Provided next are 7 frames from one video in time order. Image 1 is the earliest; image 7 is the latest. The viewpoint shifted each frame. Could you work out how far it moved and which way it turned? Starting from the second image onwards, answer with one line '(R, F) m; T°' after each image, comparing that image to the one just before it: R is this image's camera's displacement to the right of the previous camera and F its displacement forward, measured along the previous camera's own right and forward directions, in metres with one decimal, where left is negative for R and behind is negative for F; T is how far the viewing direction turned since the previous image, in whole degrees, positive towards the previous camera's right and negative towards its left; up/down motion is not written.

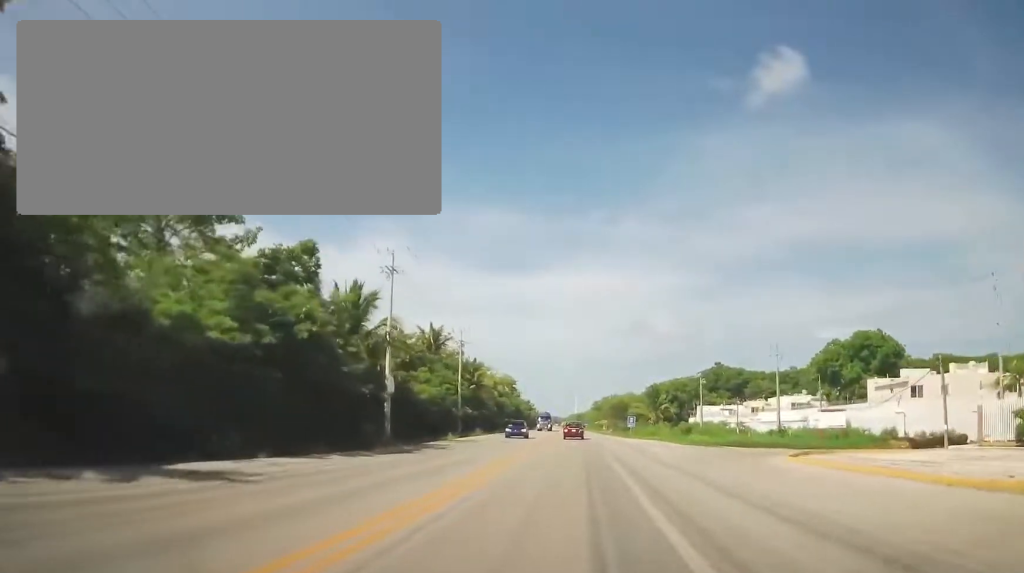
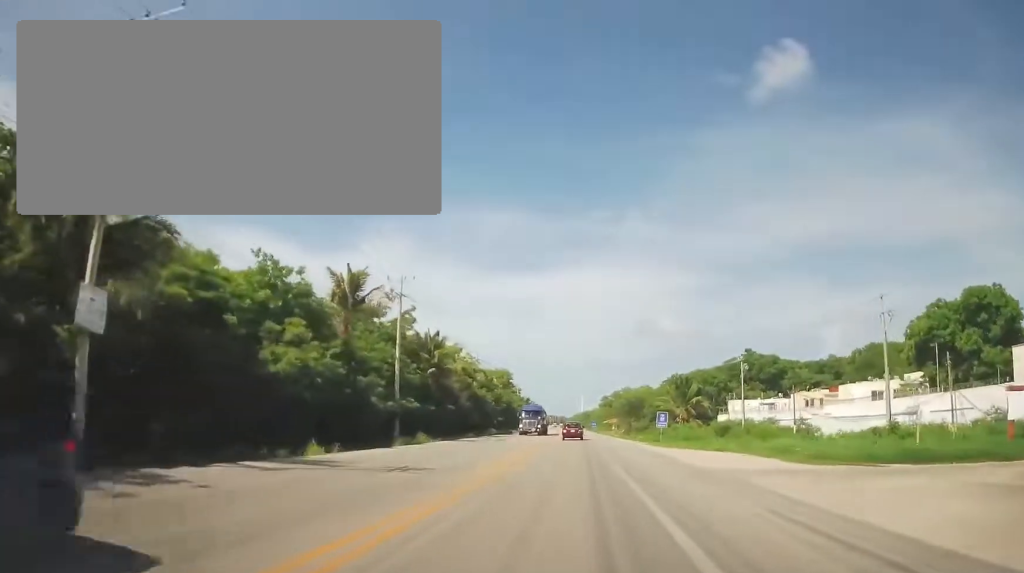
(-0.5, +23.8) m; 0°
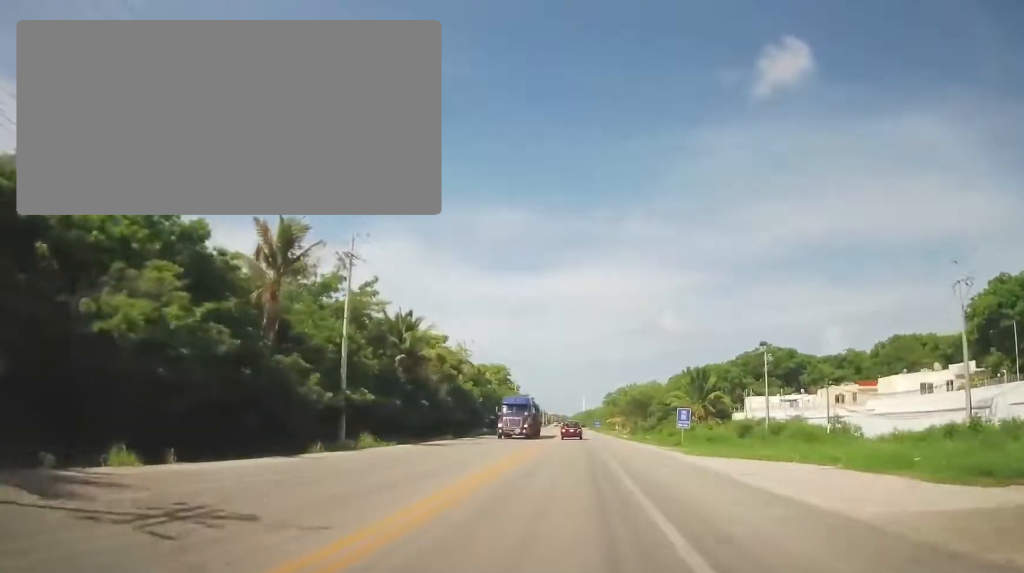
(+0.2, +9.8) m; +1°
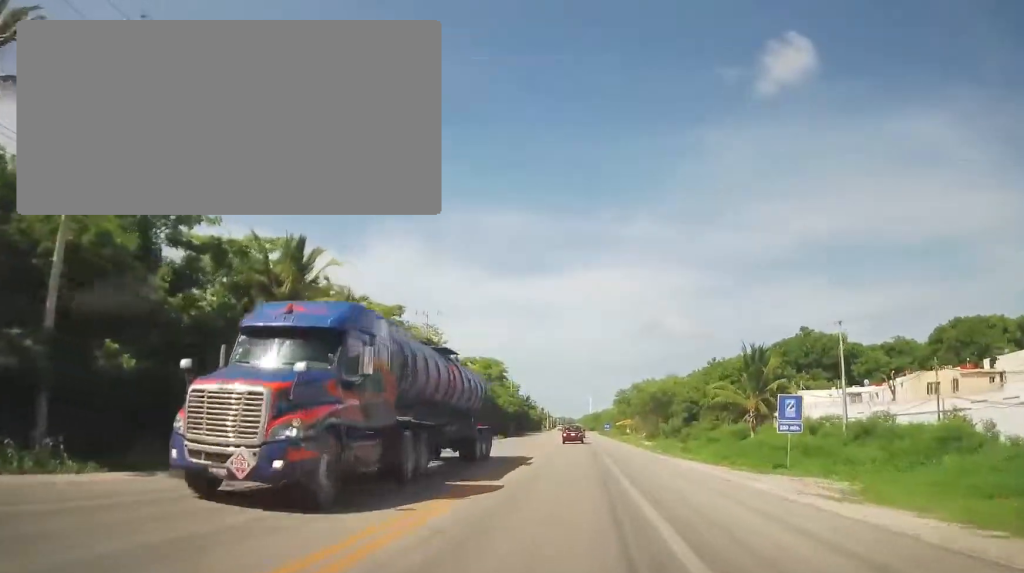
(+0.4, +20.1) m; 0°
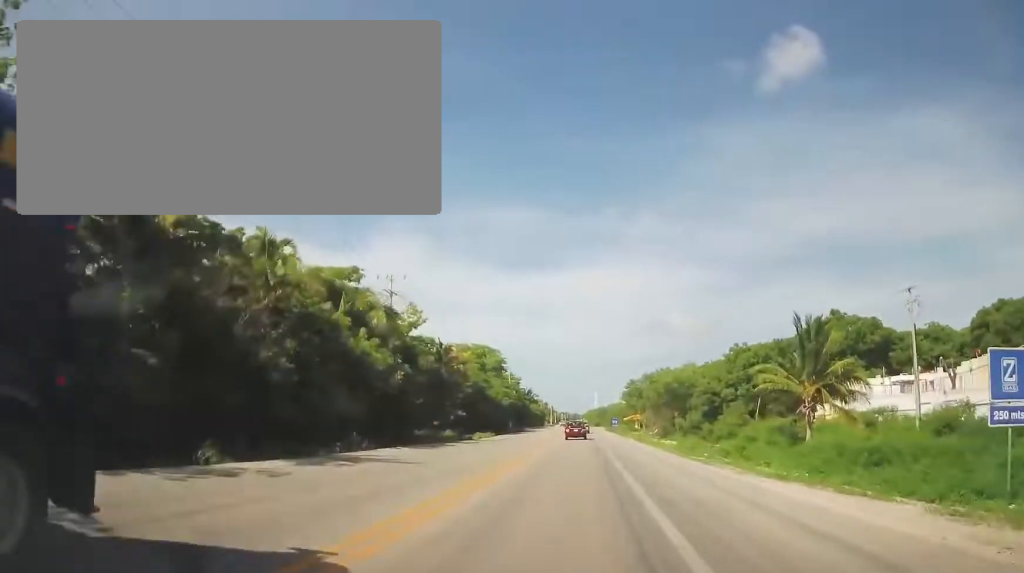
(+0.1, +11.3) m; -1°
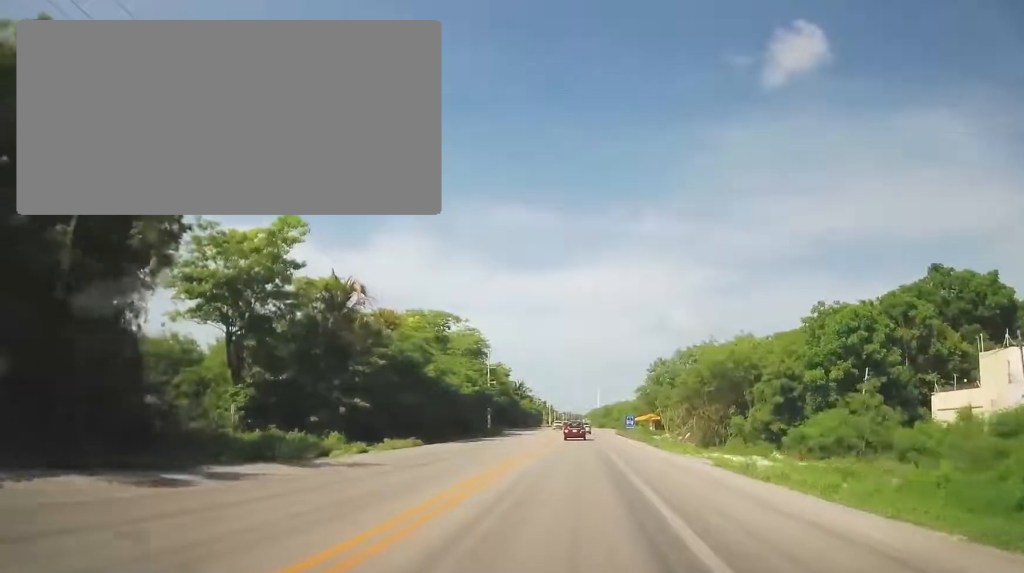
(-0.7, +28.3) m; -1°
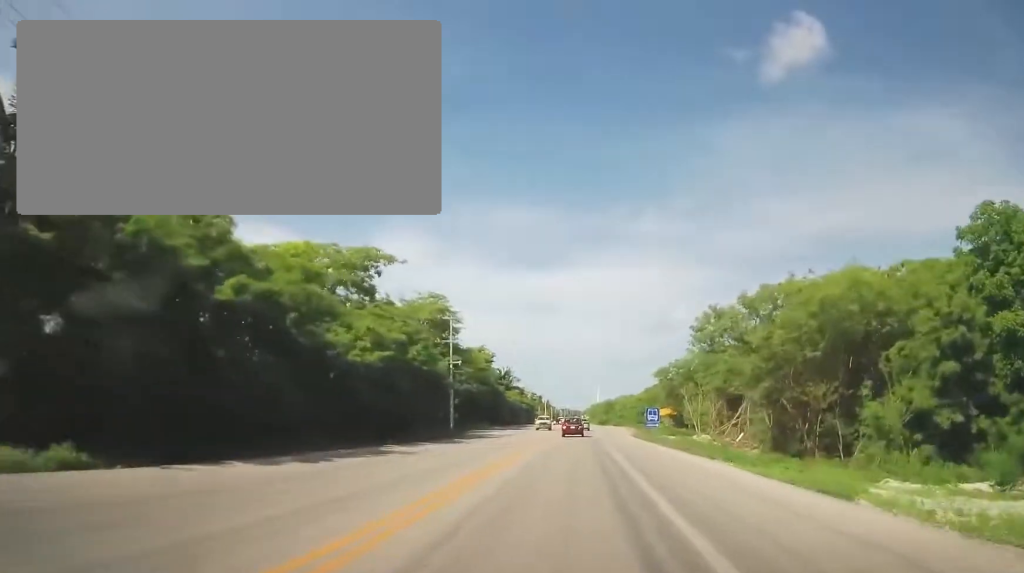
(+0.2, +24.3) m; 0°
